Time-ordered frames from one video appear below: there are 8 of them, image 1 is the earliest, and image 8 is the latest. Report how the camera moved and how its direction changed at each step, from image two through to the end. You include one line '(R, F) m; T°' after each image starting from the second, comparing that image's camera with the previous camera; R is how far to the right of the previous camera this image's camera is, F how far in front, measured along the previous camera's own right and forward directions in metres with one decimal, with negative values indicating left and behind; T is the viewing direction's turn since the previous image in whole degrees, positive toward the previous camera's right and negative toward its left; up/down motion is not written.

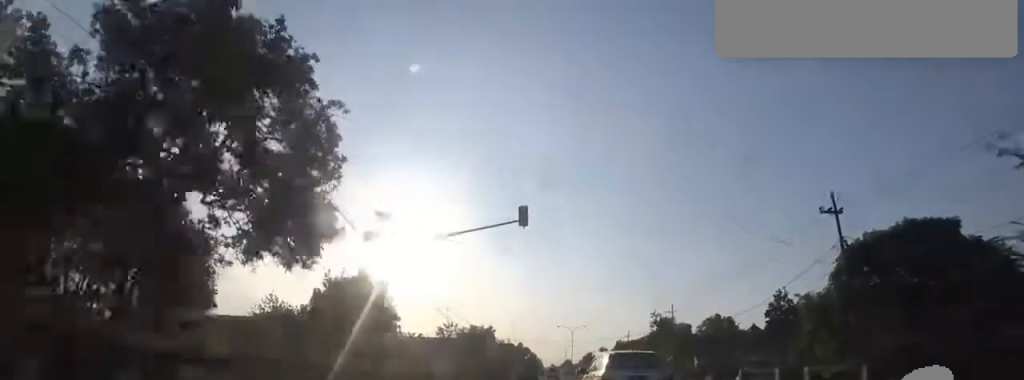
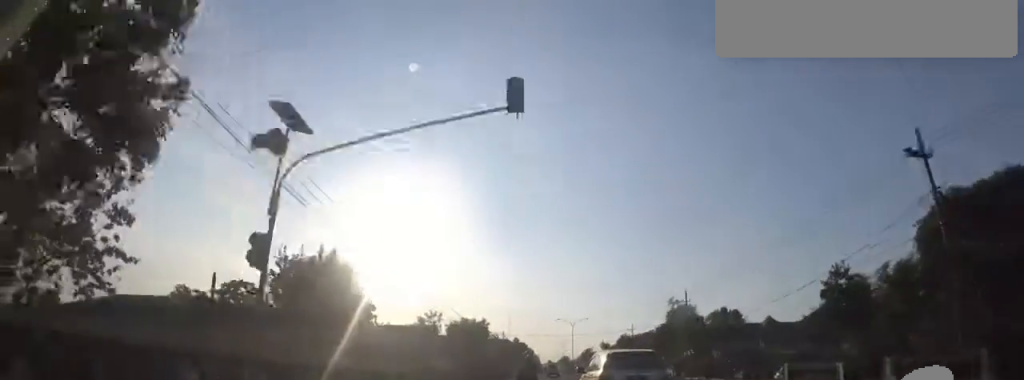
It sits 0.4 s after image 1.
(+0.2, +7.8) m; 0°
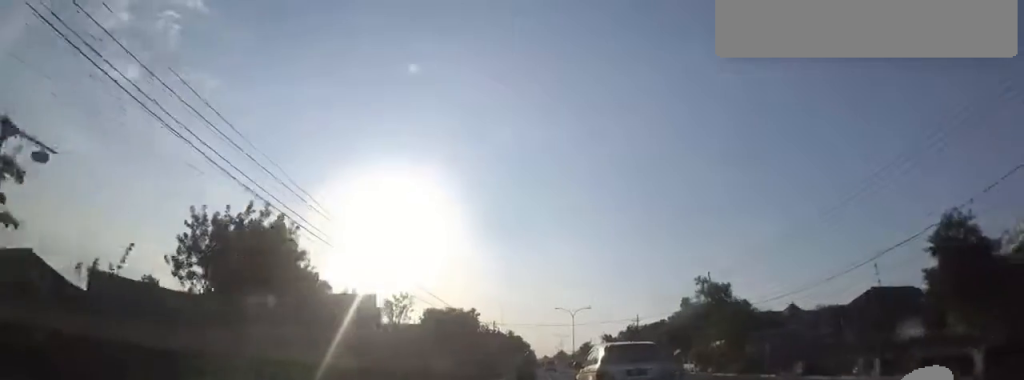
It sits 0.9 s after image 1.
(0.0, +9.5) m; 0°
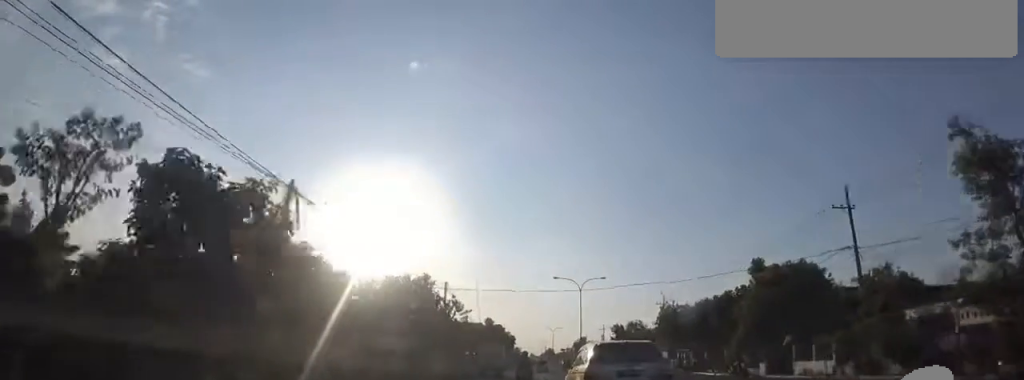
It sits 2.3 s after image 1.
(-0.5, +26.1) m; -1°
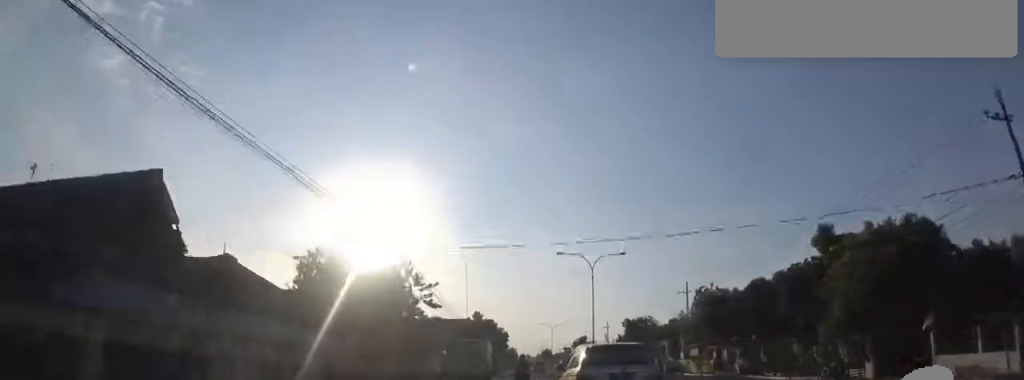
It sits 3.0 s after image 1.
(0.0, +11.9) m; -1°
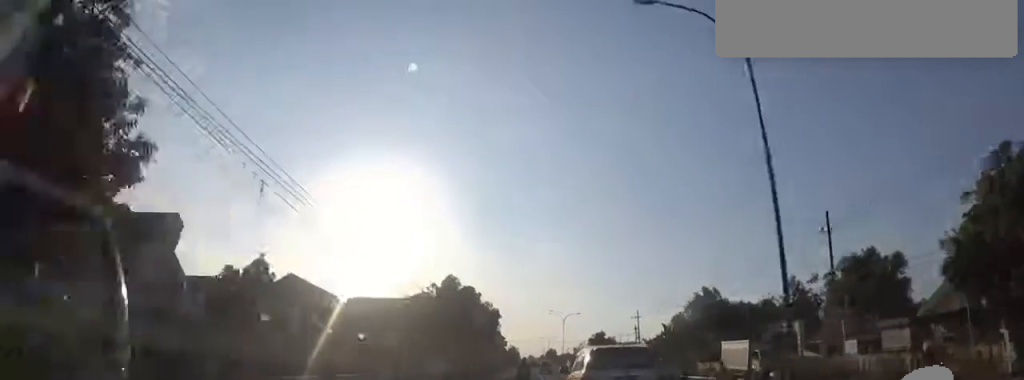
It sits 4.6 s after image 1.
(-0.6, +28.1) m; 0°
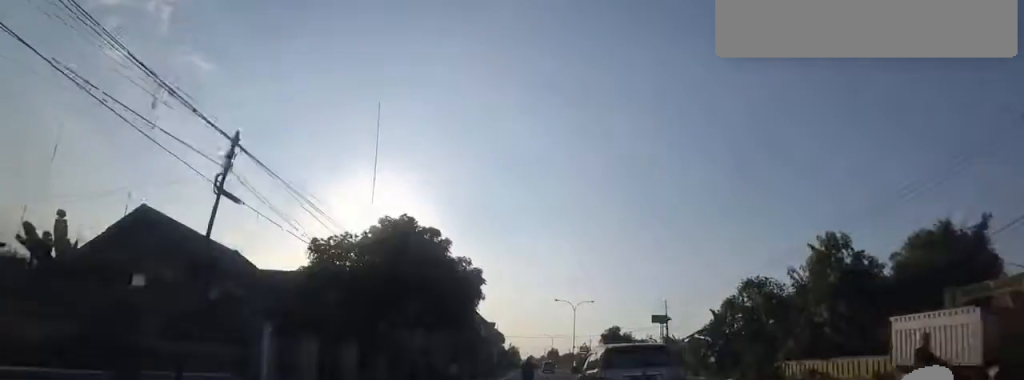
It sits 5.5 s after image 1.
(+0.7, +17.3) m; -1°
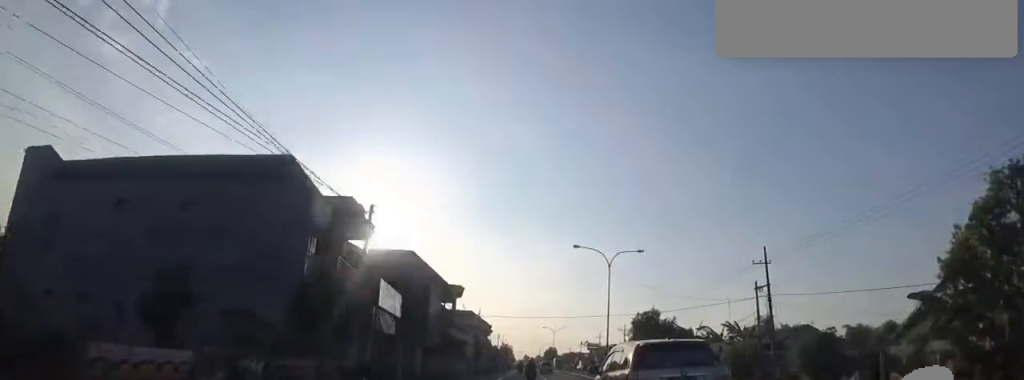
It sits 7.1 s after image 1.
(-0.9, +31.4) m; +2°
